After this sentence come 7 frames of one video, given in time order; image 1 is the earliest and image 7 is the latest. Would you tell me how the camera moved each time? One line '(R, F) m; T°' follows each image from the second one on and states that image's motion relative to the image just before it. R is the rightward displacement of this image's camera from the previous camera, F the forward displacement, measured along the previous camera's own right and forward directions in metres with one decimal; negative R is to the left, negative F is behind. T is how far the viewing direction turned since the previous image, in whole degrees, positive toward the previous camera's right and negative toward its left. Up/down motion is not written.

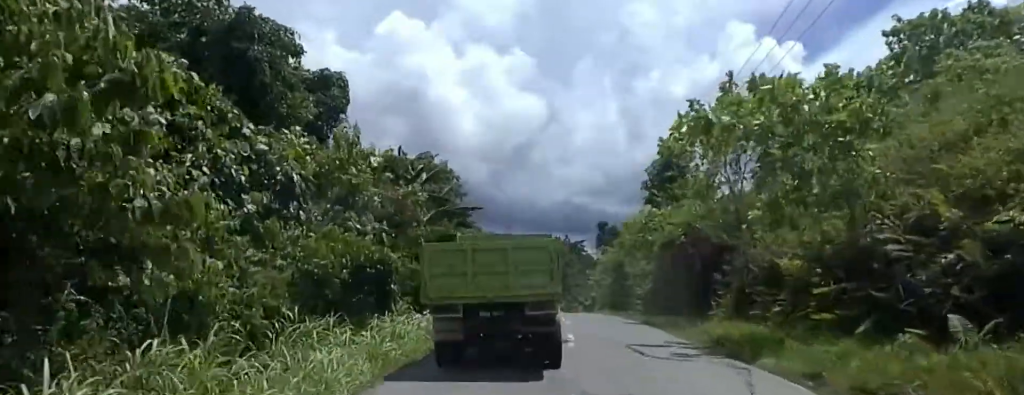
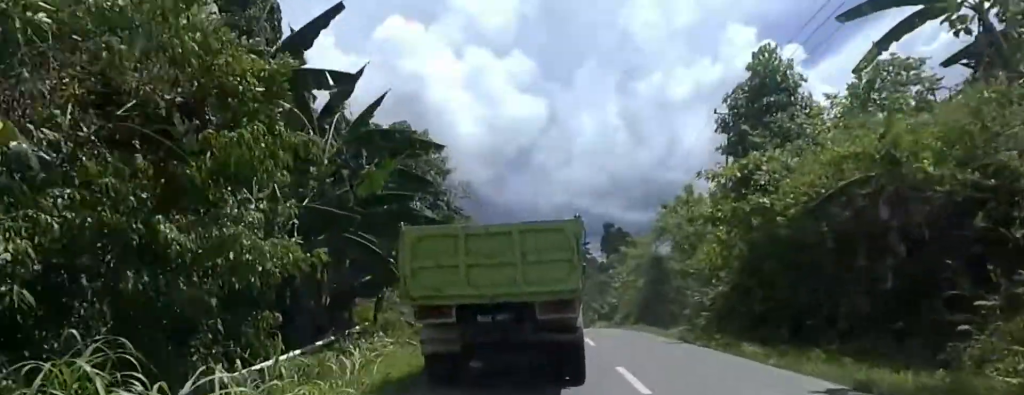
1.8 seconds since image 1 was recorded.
(+0.1, +6.5) m; +4°
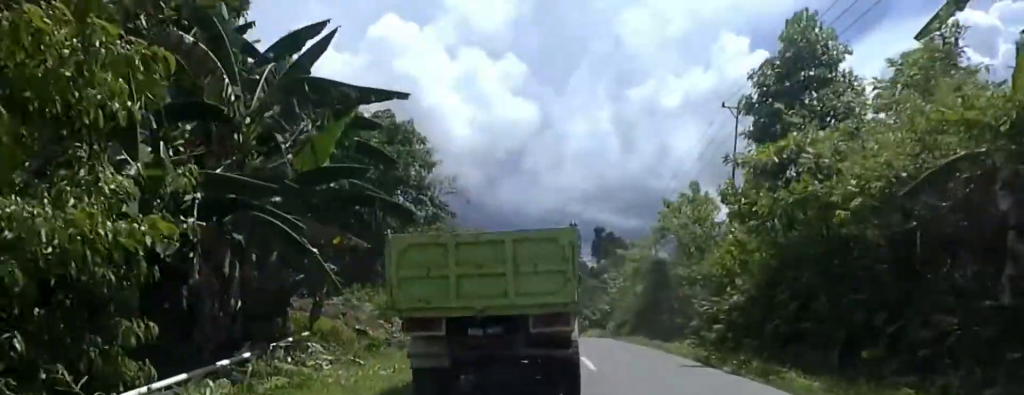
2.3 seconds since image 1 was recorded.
(+0.1, +2.6) m; +2°
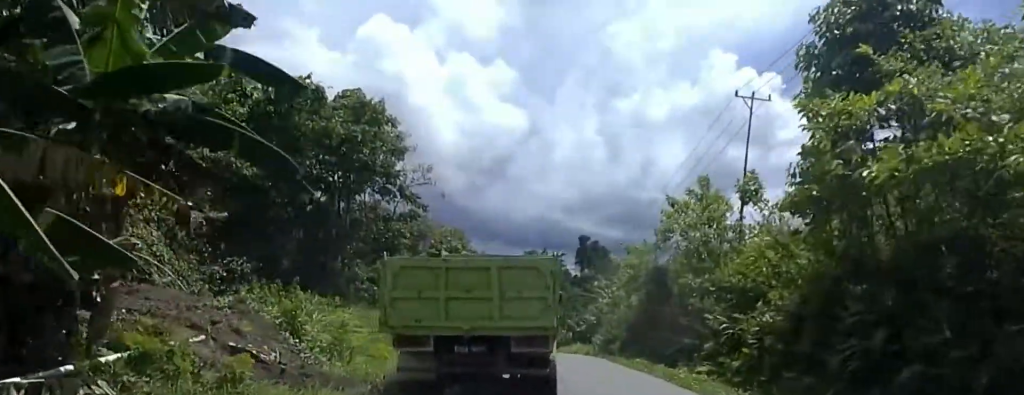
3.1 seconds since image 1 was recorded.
(+0.2, +4.8) m; +3°
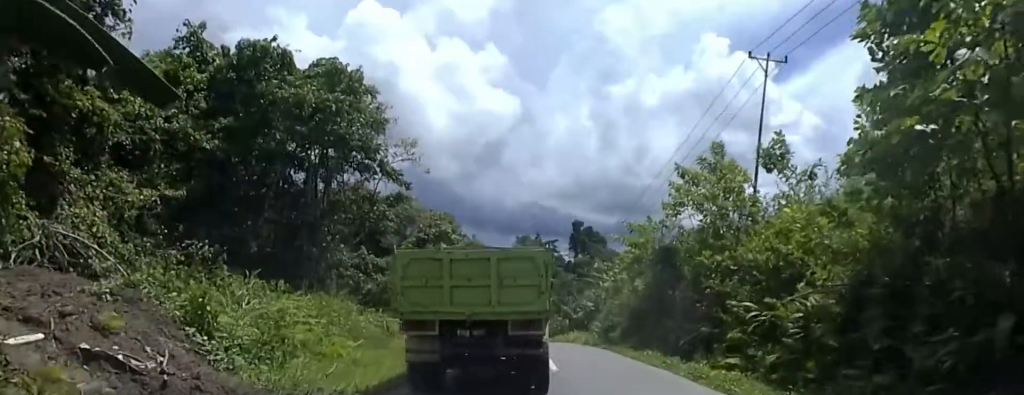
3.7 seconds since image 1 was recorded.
(+0.1, +3.3) m; +1°
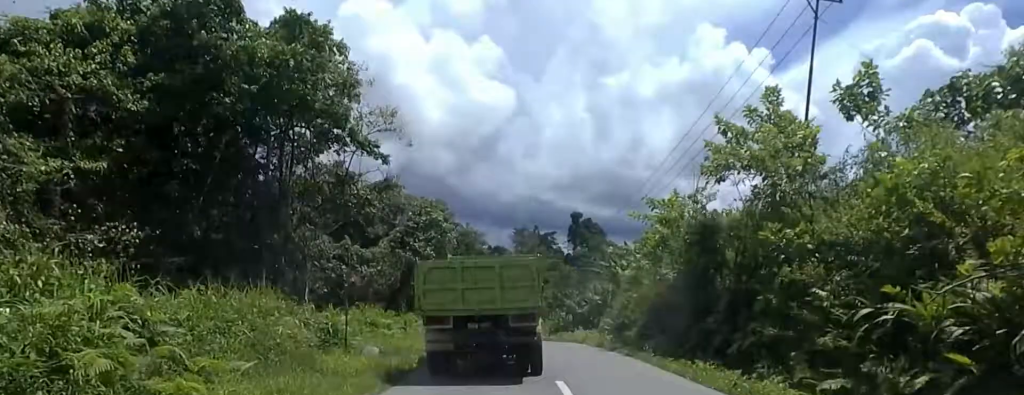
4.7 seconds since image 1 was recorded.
(0.0, +5.6) m; -5°
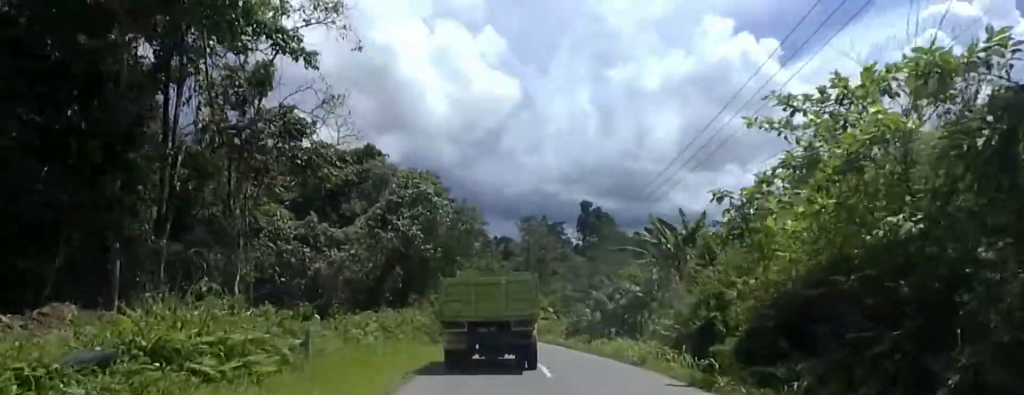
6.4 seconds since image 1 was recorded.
(-0.1, +12.4) m; +3°
